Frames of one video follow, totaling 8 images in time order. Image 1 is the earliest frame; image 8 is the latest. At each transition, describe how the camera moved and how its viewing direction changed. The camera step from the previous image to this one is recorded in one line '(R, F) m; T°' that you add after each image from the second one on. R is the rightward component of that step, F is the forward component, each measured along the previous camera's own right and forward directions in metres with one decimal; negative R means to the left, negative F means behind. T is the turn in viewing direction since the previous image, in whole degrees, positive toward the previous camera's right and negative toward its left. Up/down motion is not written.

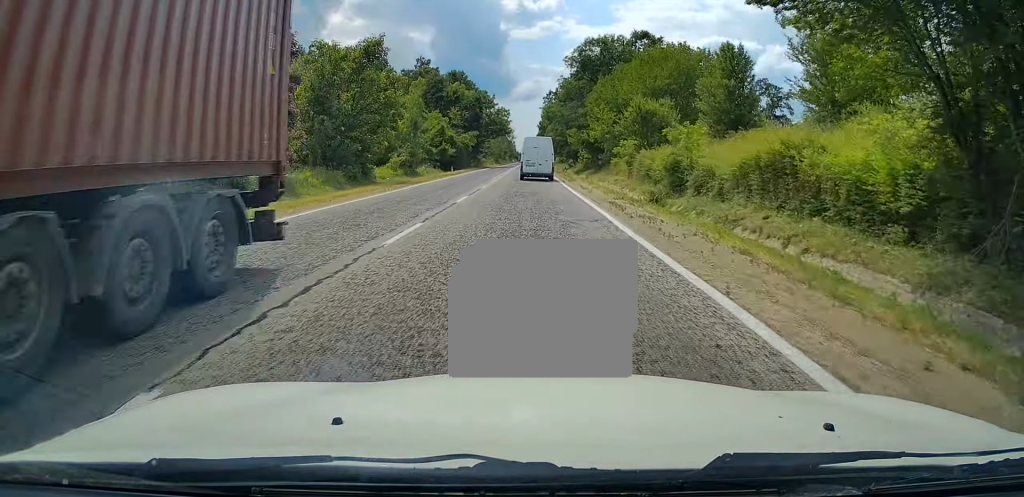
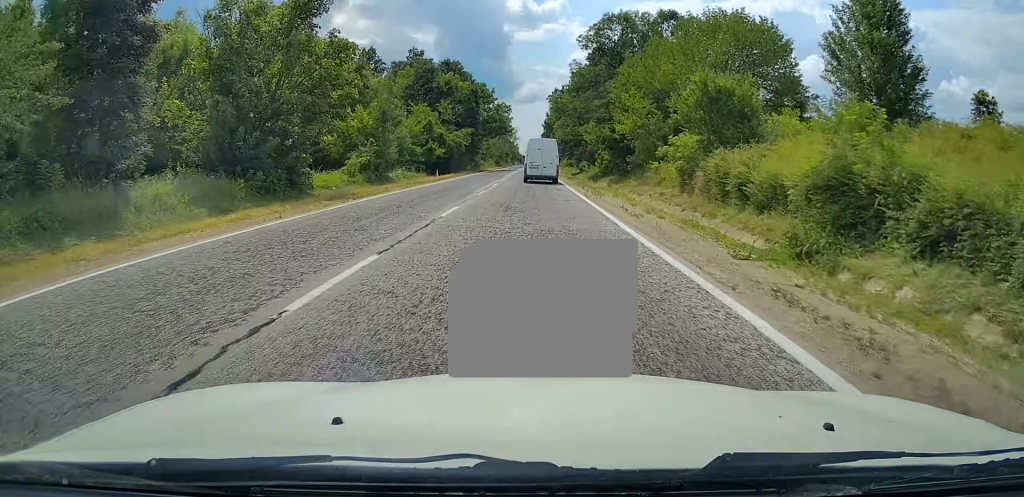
(+0.2, +13.3) m; 0°
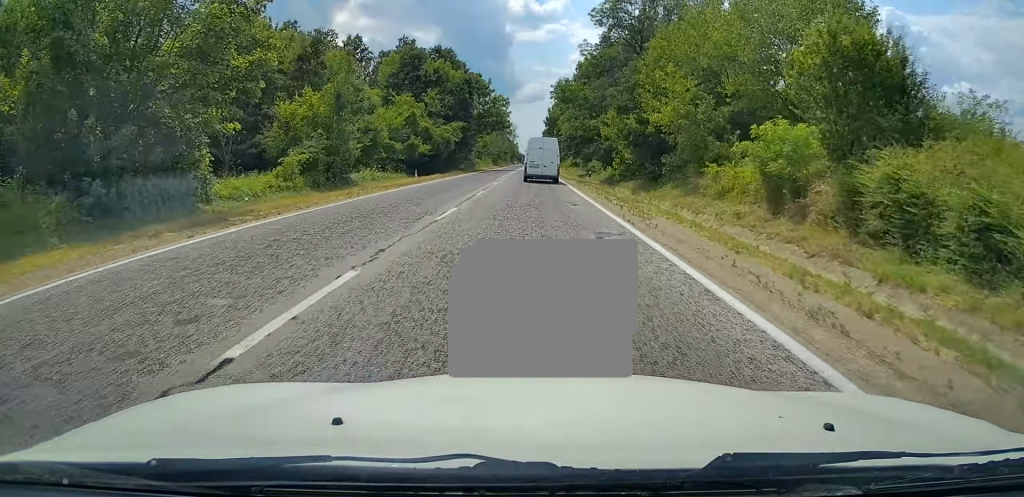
(-0.2, +10.2) m; 0°
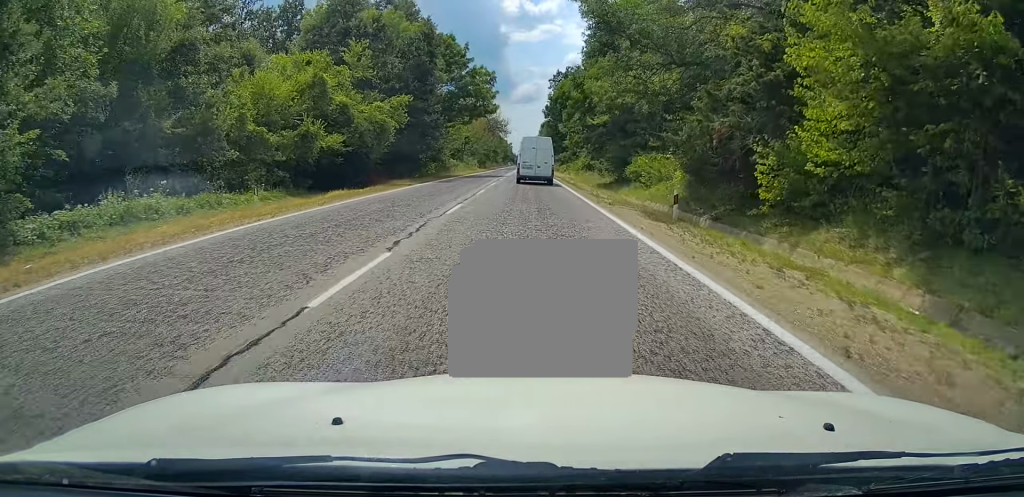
(0.0, +25.9) m; 0°
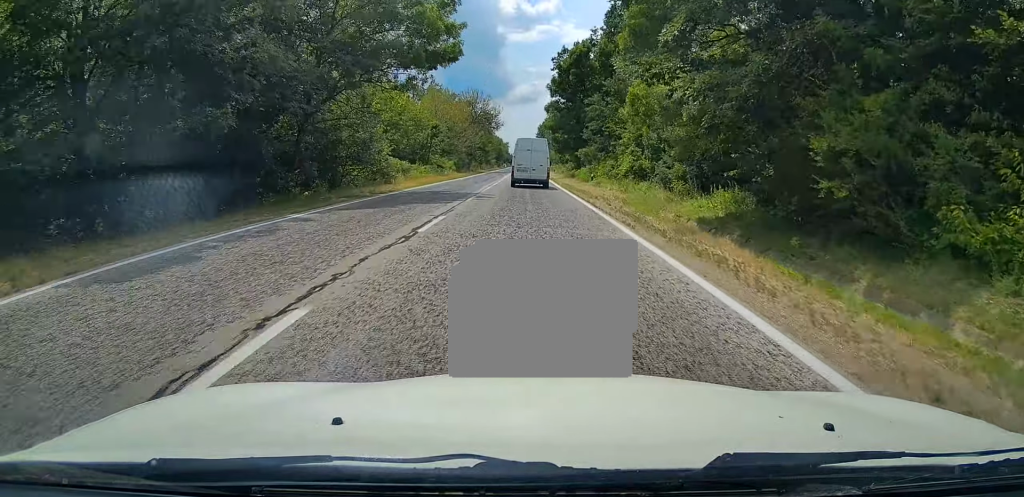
(+0.1, +30.1) m; 0°
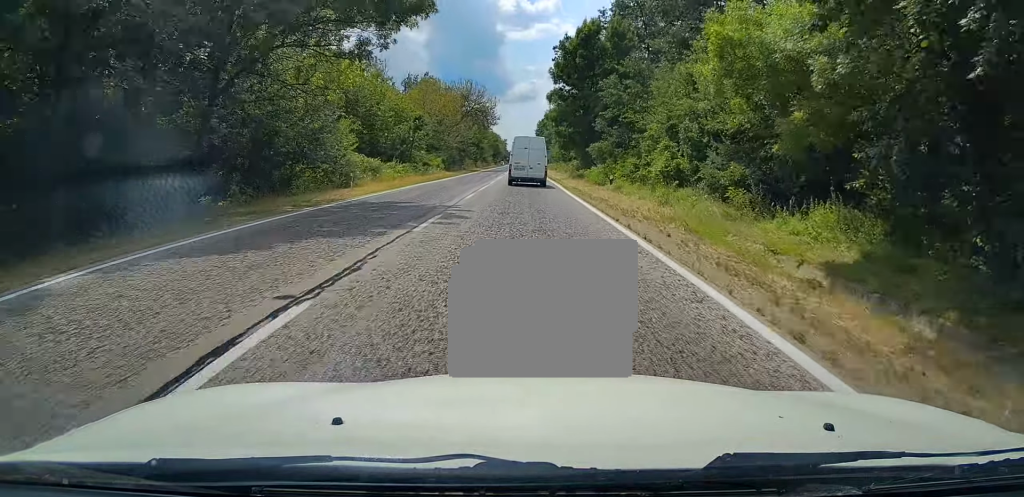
(-0.1, +8.7) m; 0°
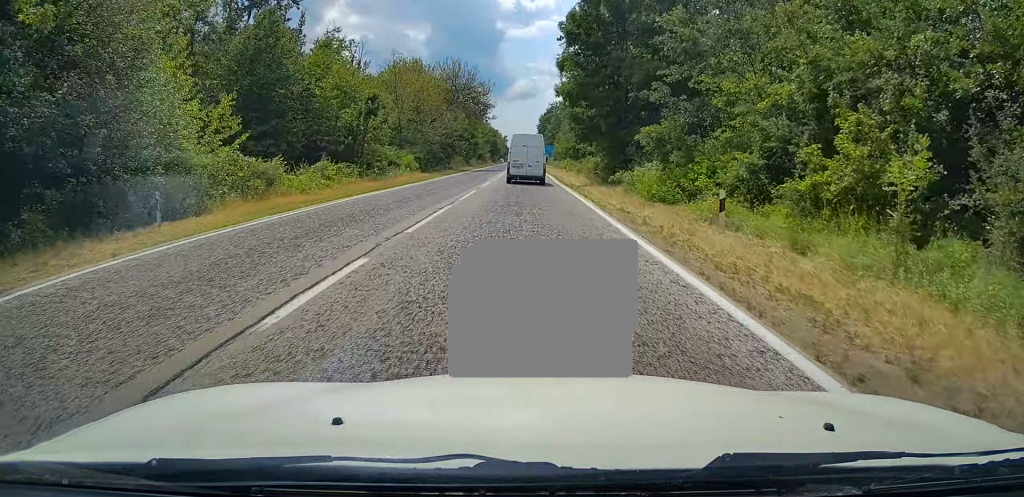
(0.0, +15.9) m; 0°
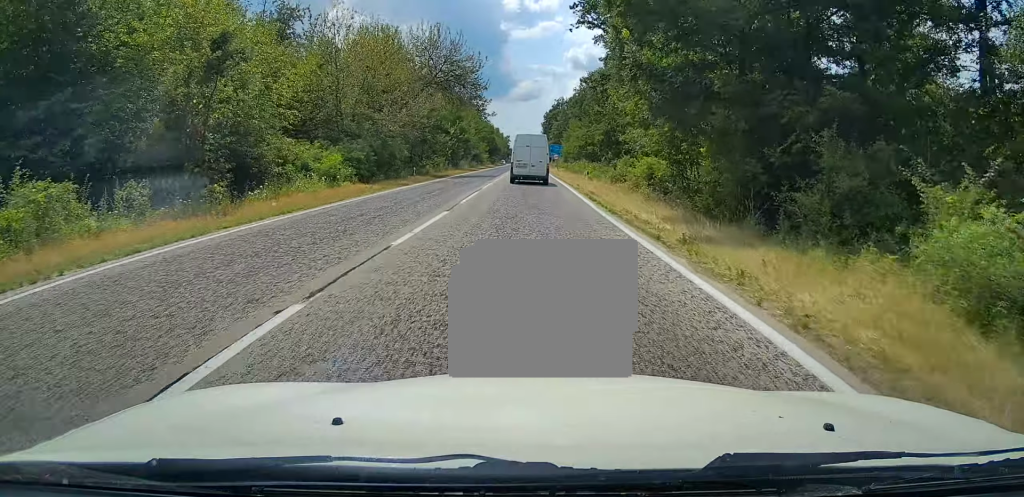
(0.0, +19.4) m; 0°
